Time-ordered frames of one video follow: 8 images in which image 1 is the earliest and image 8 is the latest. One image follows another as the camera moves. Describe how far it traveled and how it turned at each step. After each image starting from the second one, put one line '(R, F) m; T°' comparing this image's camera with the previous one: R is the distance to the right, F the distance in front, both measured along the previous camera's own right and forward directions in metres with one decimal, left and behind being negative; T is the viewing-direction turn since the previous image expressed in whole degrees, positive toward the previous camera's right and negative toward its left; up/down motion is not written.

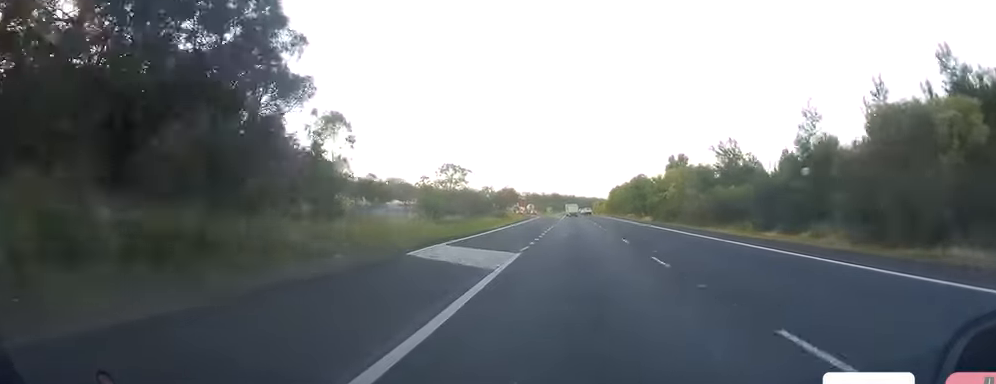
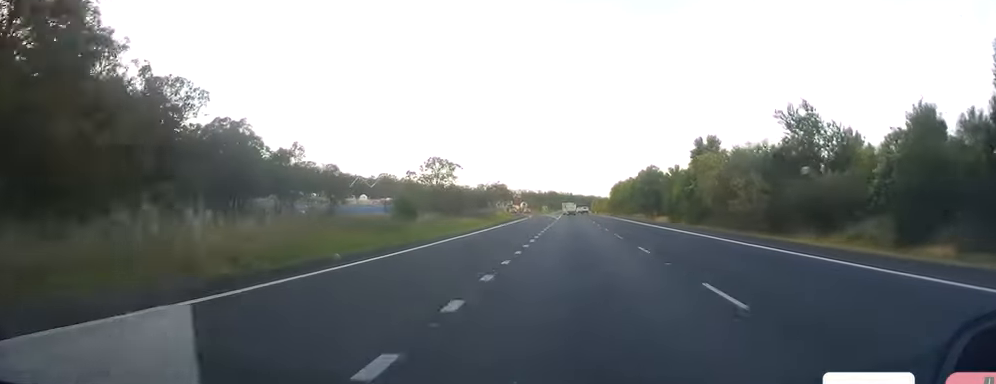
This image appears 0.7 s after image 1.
(0.0, +19.1) m; -1°
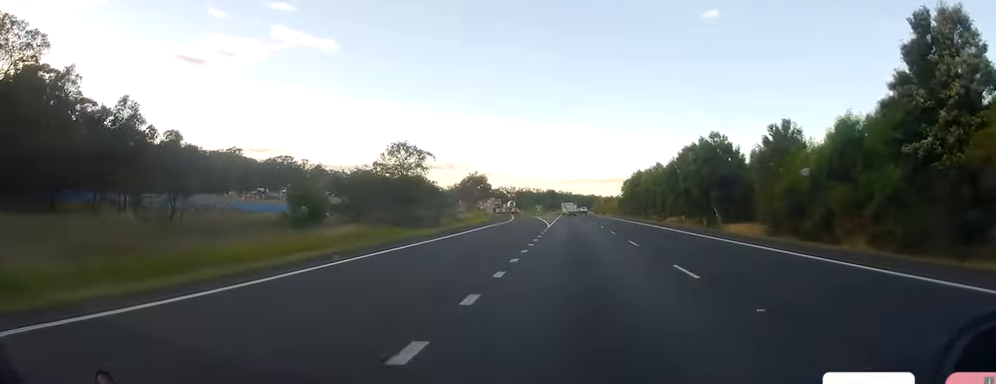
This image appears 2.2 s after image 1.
(-0.2, +43.1) m; +1°
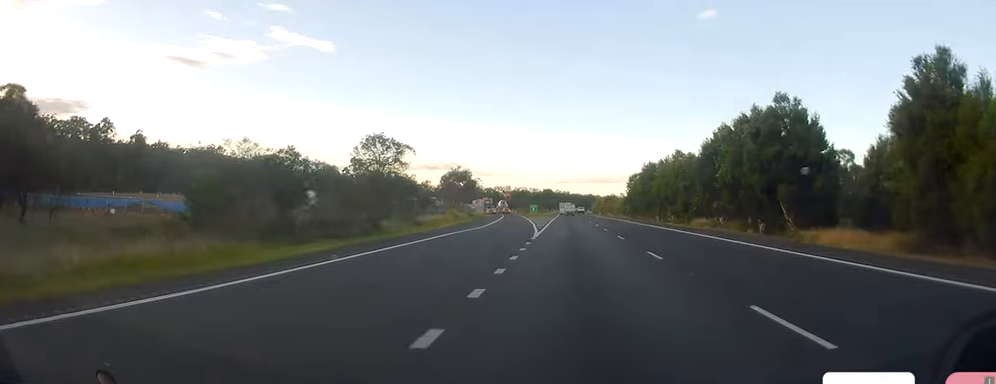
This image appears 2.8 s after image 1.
(+0.1, +19.1) m; +1°
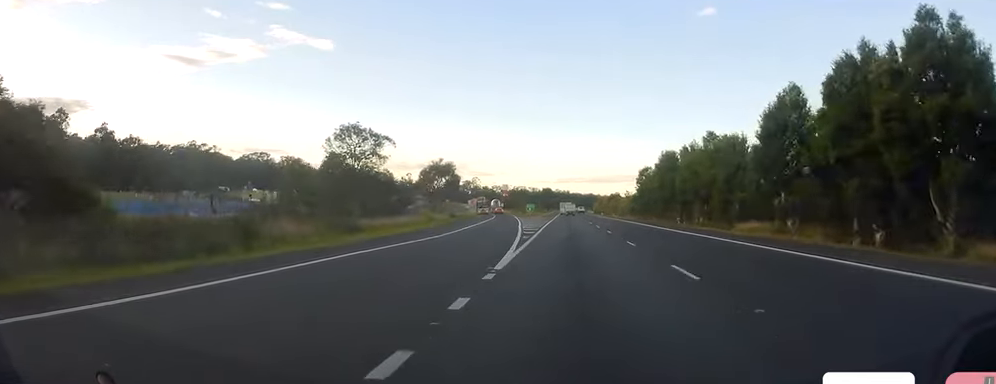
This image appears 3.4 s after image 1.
(+0.2, +17.2) m; 0°
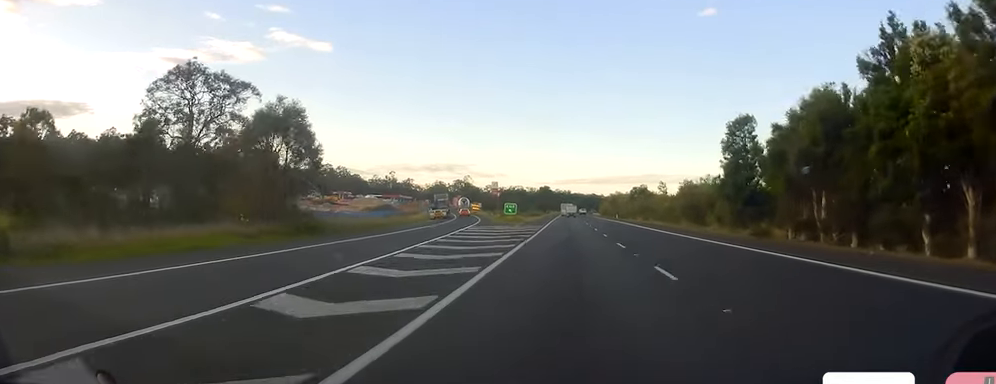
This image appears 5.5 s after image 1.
(-0.6, +59.4) m; 0°
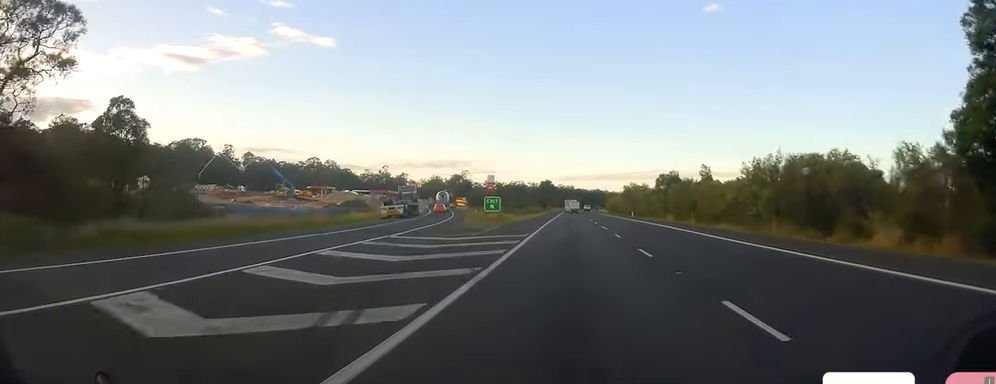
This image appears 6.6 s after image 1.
(+0.1, +30.7) m; -1°
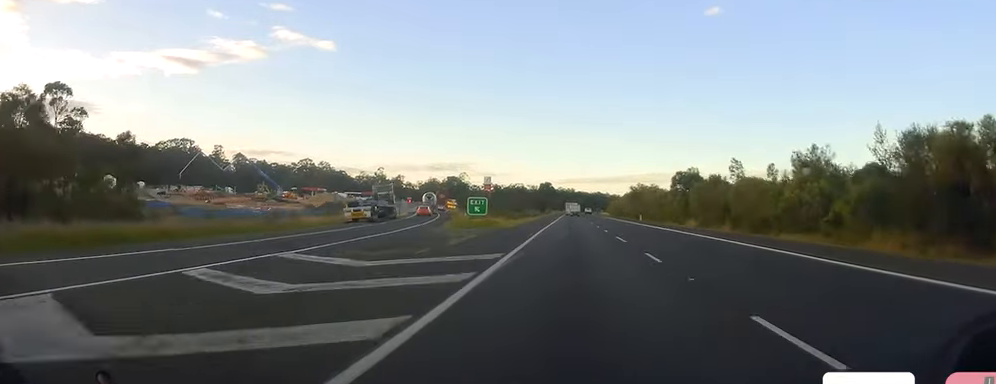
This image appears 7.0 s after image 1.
(-0.1, +13.4) m; 0°
